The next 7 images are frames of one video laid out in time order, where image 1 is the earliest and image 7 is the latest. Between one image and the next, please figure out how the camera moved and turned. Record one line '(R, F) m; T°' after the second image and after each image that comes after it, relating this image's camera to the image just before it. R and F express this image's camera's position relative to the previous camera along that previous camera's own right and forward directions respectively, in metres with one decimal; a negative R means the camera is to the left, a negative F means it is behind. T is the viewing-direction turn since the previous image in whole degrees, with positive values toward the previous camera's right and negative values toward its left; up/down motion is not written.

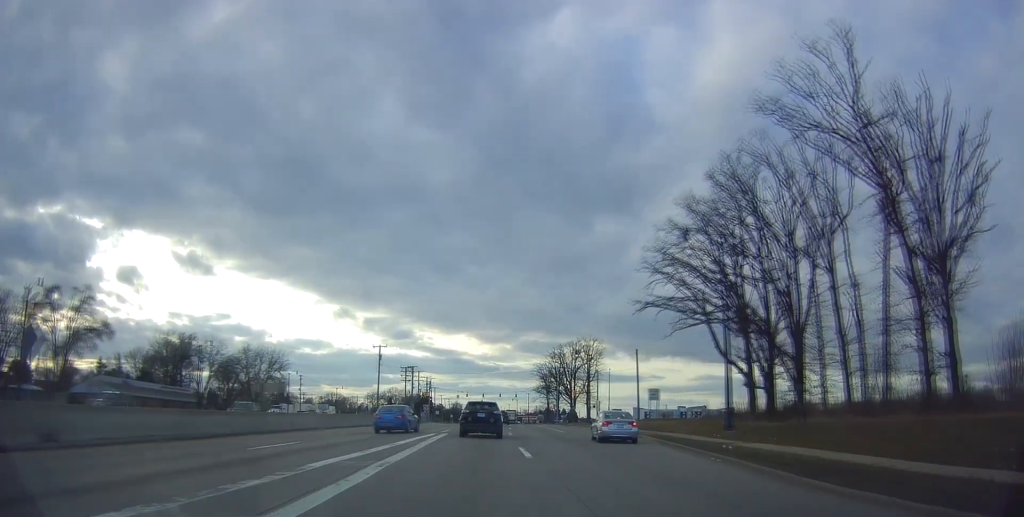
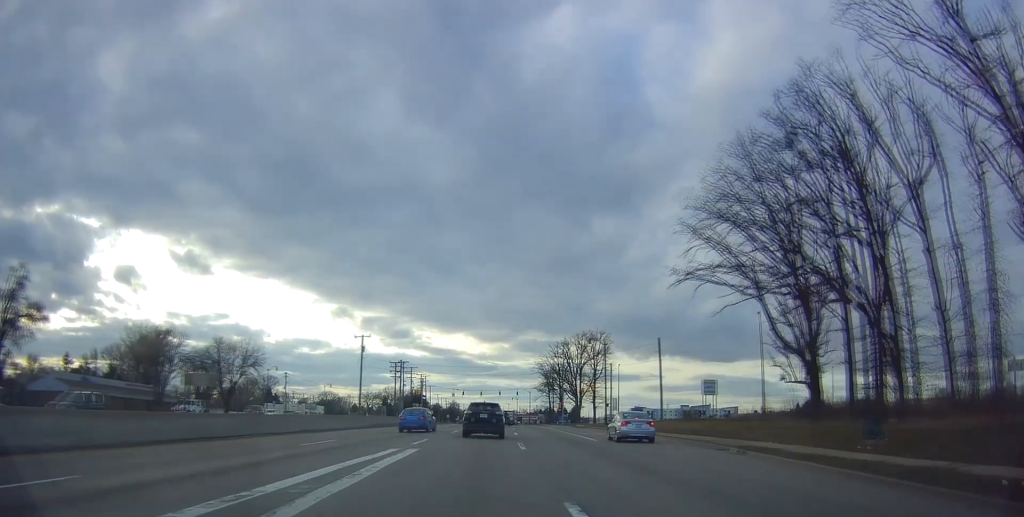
(+0.5, +12.6) m; +1°
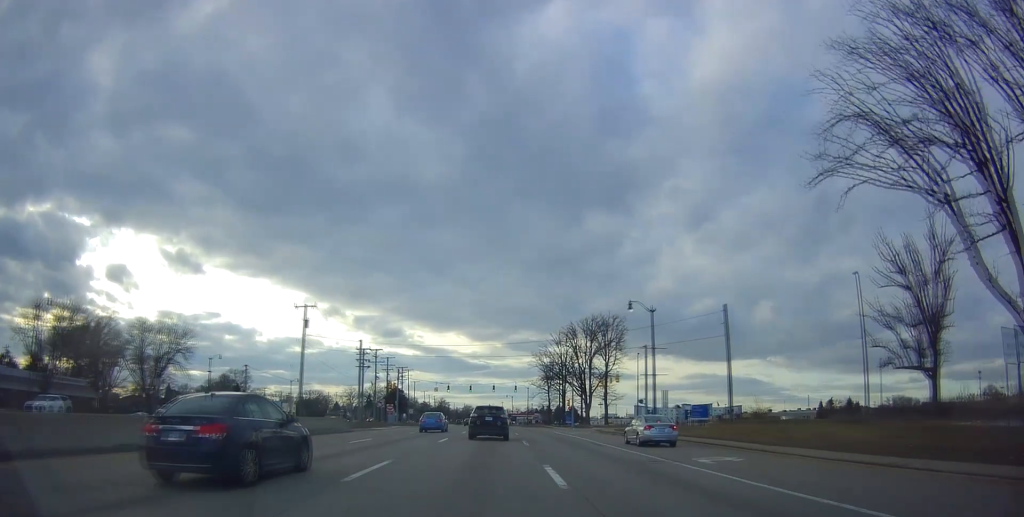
(-0.3, +24.0) m; -3°
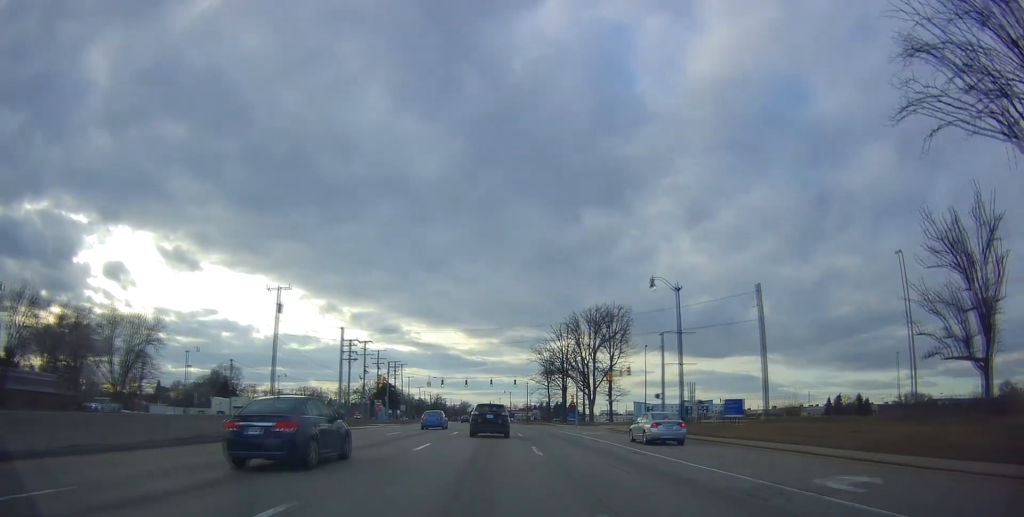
(-0.2, +7.4) m; -1°
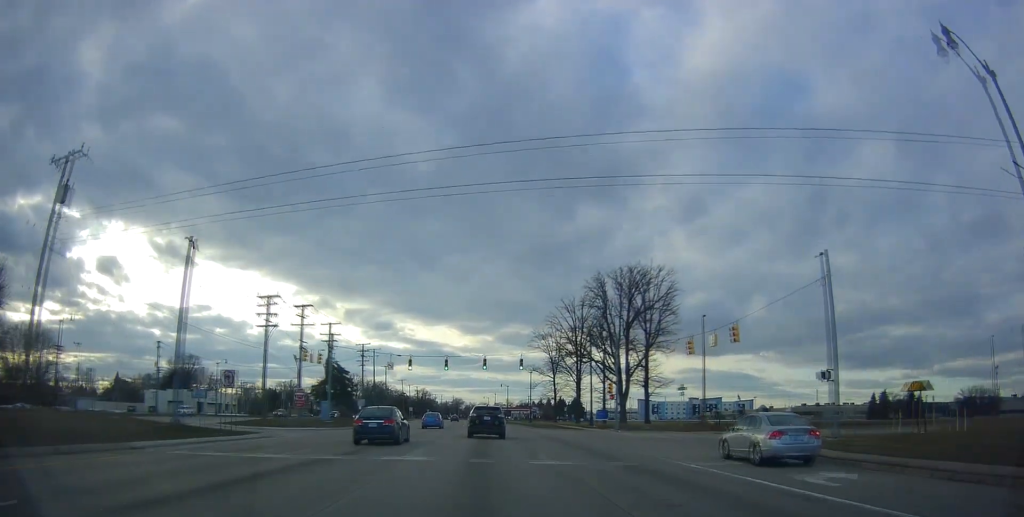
(+1.1, +31.5) m; +5°
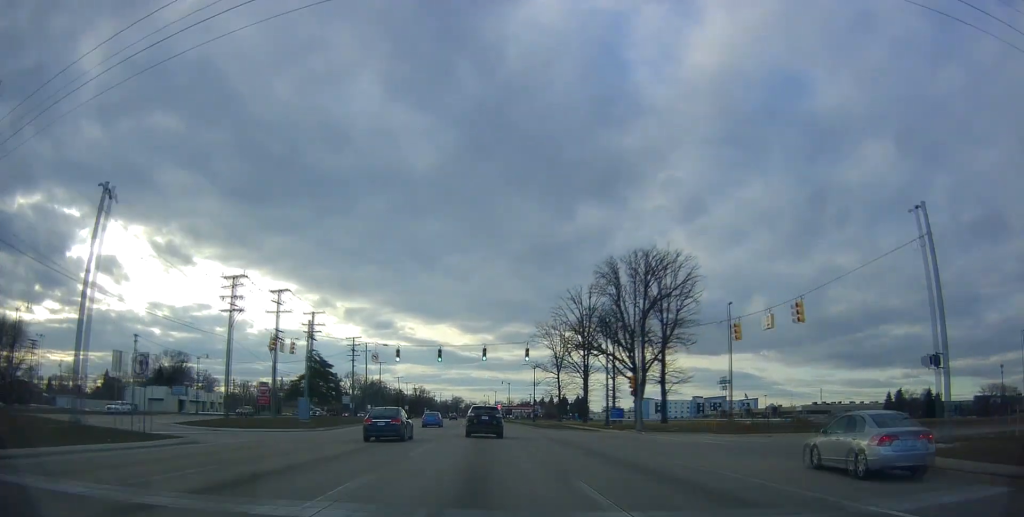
(+0.2, +8.4) m; +1°
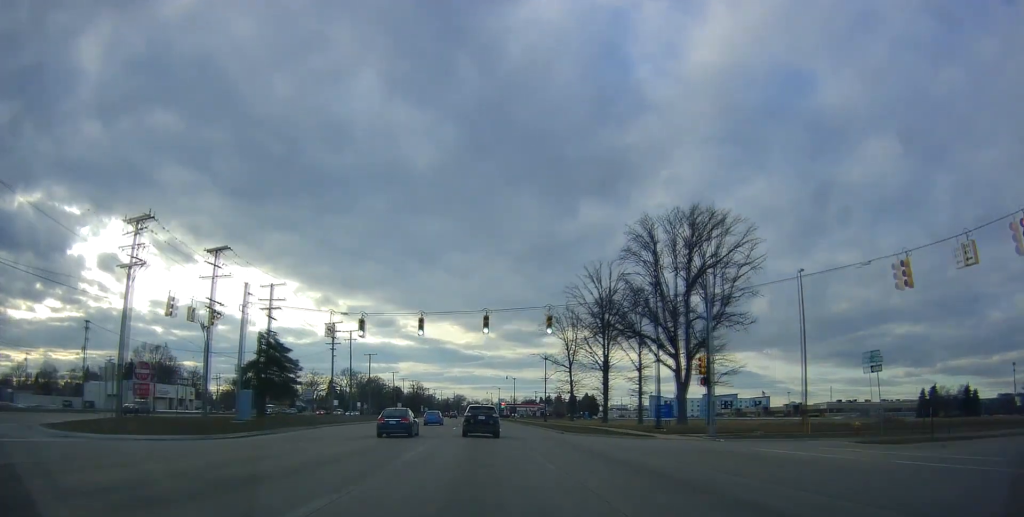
(-0.2, +16.1) m; -1°
